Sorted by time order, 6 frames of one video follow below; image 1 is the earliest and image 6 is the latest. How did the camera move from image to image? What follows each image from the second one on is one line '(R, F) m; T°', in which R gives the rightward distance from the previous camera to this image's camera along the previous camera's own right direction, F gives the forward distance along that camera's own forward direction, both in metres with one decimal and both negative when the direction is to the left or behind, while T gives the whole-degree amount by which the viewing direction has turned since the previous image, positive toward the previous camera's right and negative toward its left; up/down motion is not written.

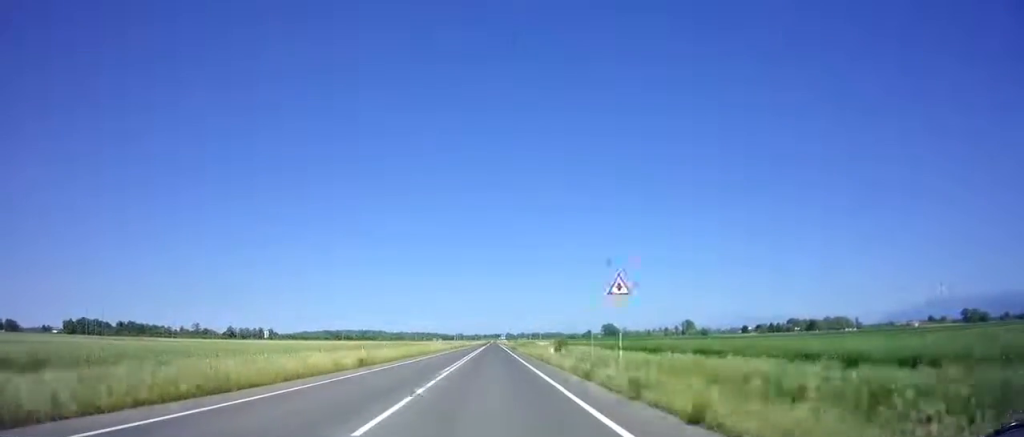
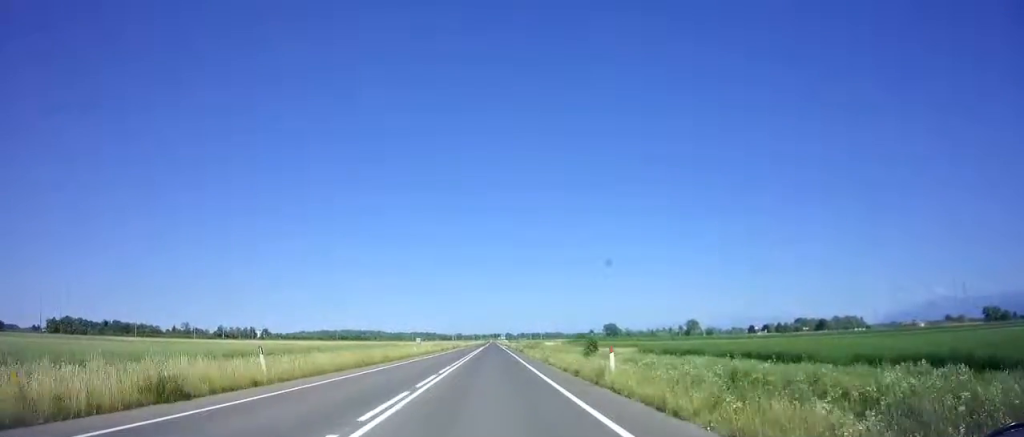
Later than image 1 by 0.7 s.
(+0.3, +16.6) m; +1°
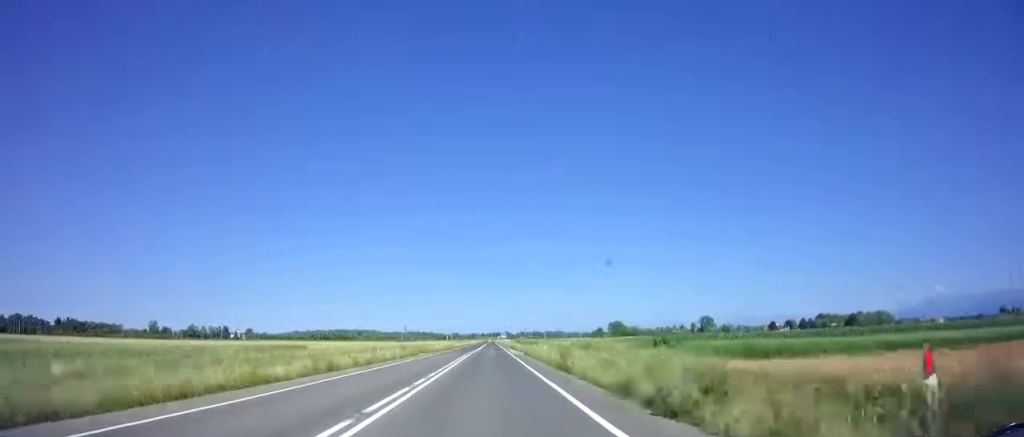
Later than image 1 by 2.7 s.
(-0.3, +47.0) m; -1°
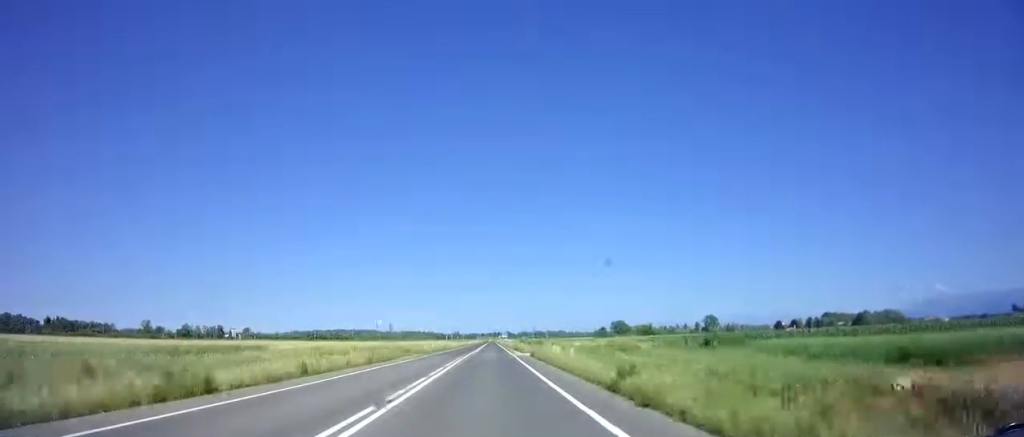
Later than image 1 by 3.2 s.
(-0.1, +10.9) m; 0°
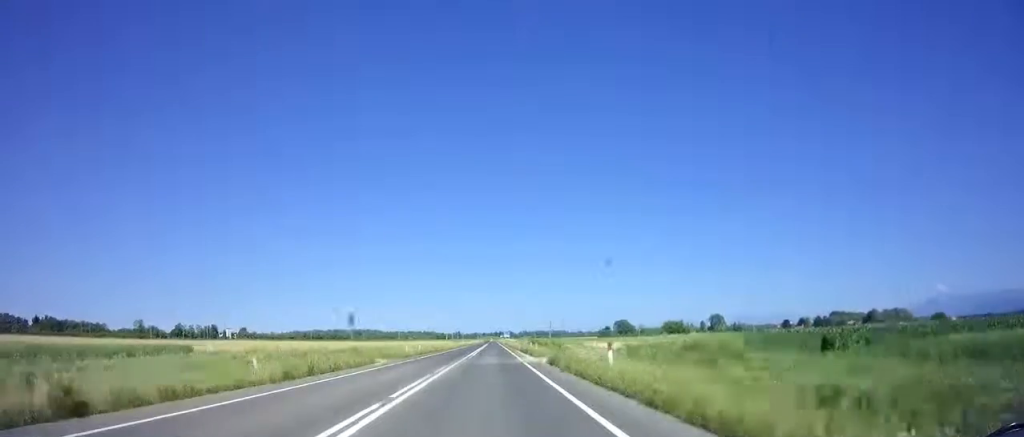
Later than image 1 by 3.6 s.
(+0.2, +10.8) m; 0°
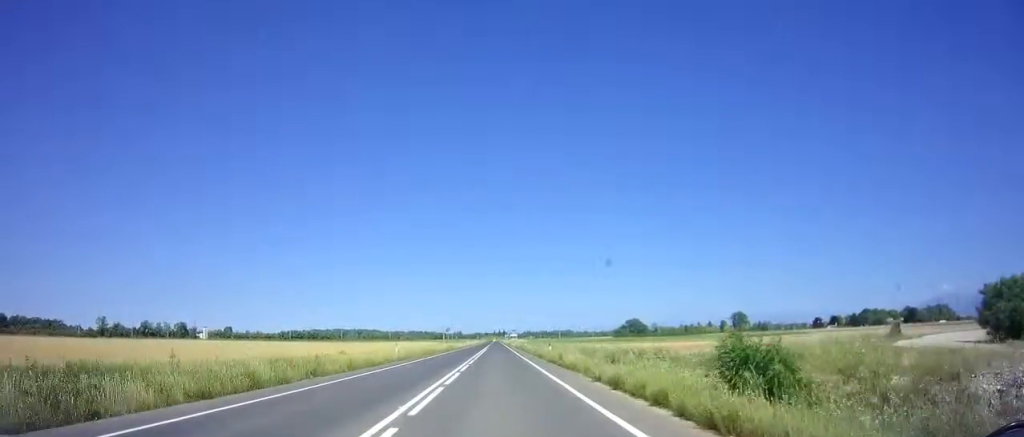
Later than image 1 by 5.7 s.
(+0.1, +46.8) m; 0°
